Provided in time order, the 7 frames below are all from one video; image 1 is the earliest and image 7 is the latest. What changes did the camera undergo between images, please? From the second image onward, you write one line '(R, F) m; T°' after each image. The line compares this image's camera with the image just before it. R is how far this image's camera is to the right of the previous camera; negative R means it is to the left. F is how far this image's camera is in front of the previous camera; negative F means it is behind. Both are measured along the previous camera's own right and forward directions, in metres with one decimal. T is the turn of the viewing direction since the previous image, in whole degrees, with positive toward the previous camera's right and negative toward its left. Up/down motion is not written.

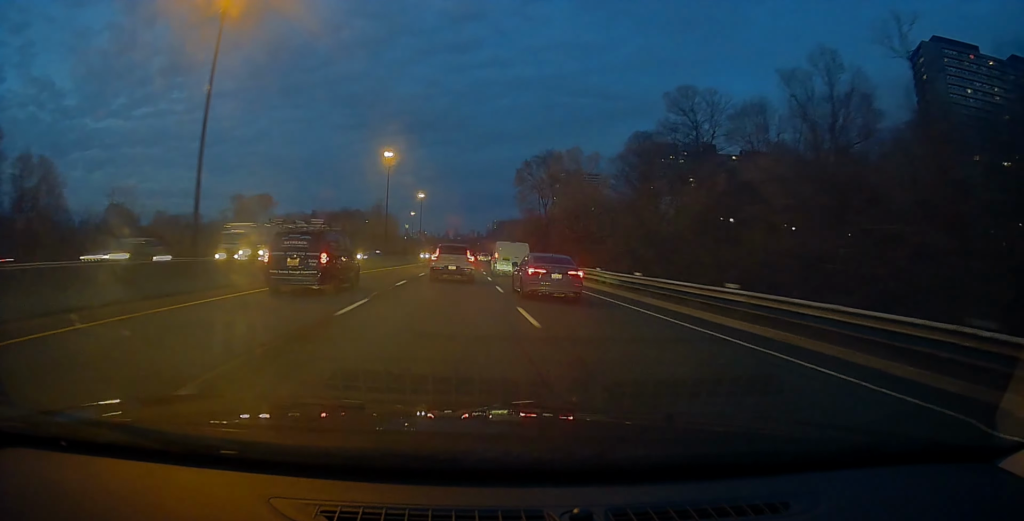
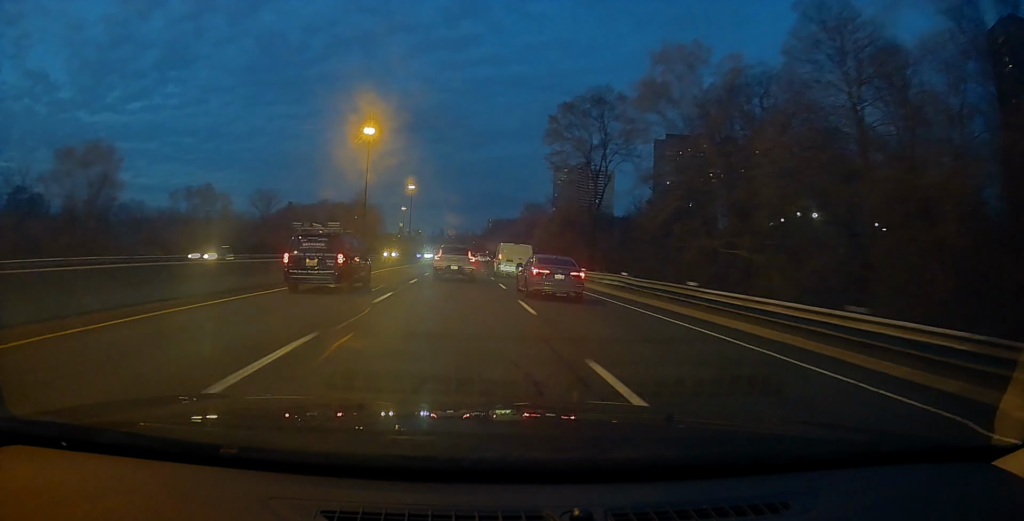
(0.0, +33.9) m; +1°
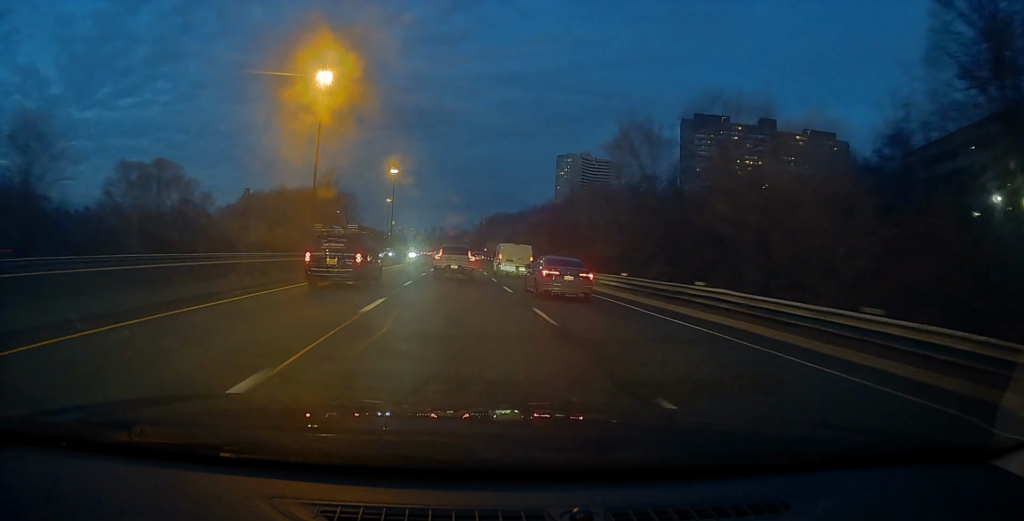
(+0.8, +47.5) m; +1°
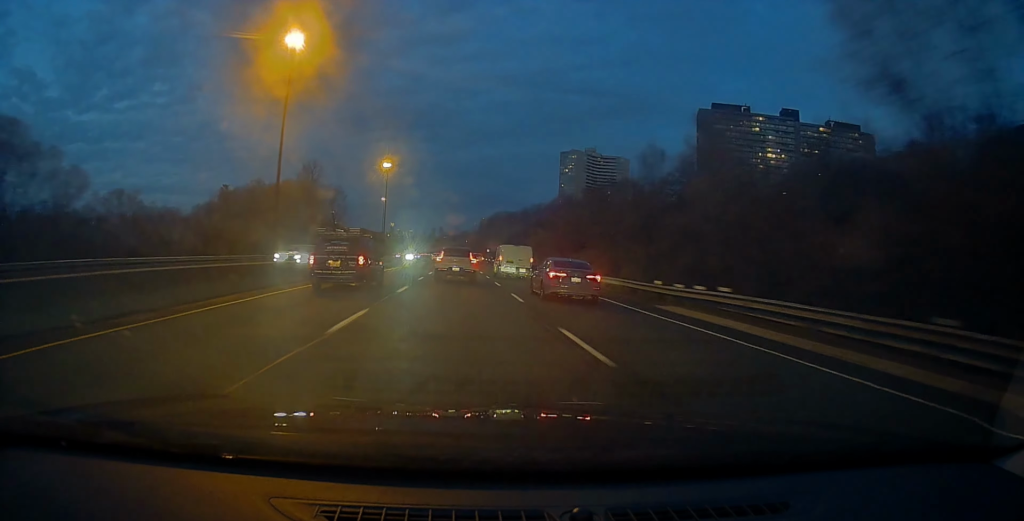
(-0.2, +21.1) m; 0°
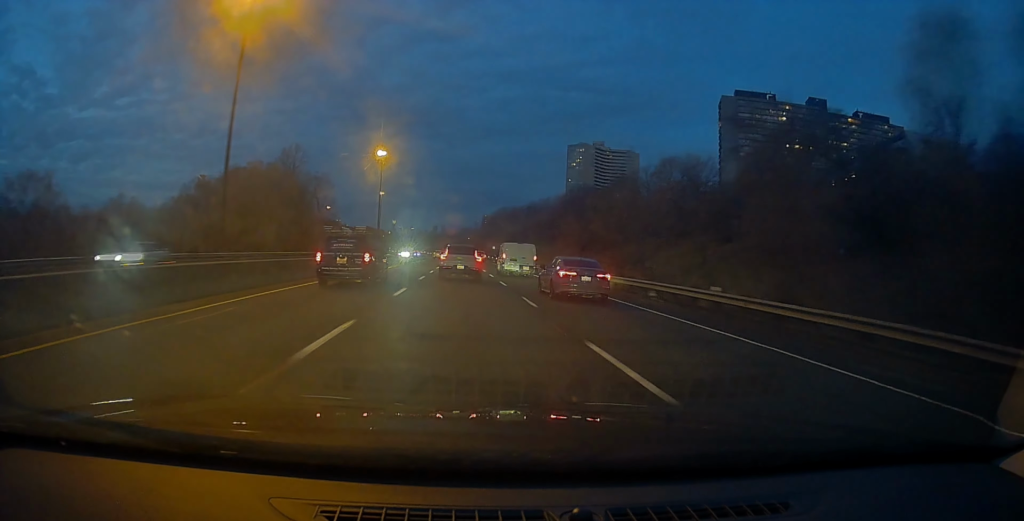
(+0.2, +20.4) m; 0°
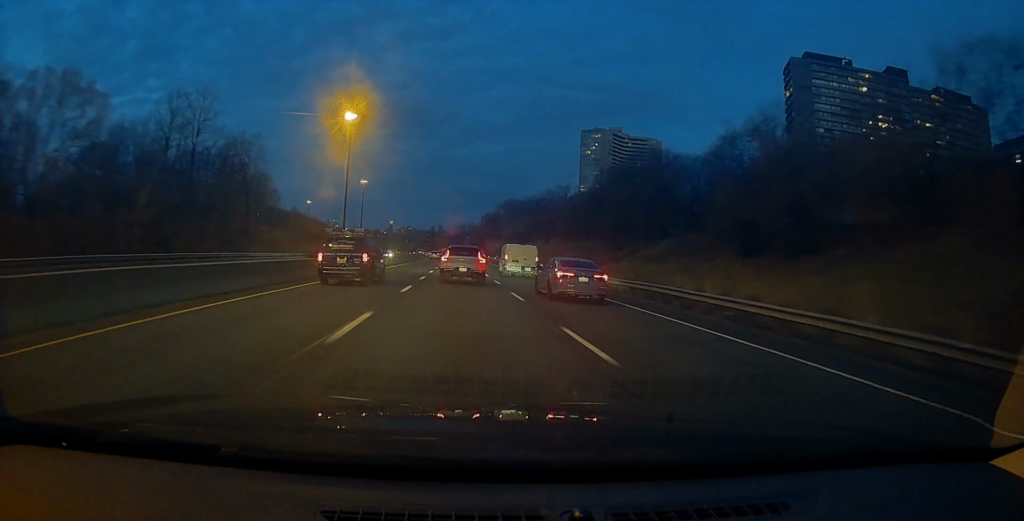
(-0.5, +54.2) m; 0°
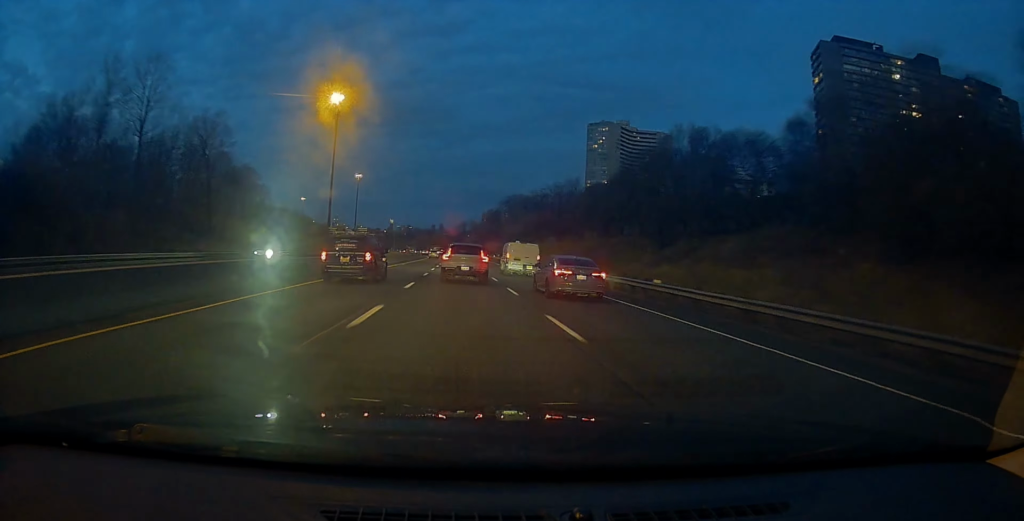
(+0.2, +16.9) m; 0°
